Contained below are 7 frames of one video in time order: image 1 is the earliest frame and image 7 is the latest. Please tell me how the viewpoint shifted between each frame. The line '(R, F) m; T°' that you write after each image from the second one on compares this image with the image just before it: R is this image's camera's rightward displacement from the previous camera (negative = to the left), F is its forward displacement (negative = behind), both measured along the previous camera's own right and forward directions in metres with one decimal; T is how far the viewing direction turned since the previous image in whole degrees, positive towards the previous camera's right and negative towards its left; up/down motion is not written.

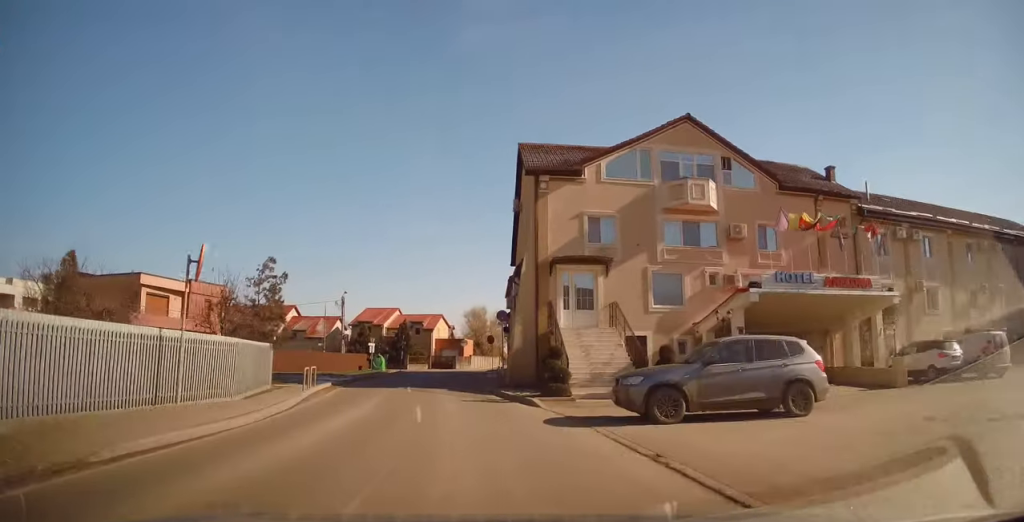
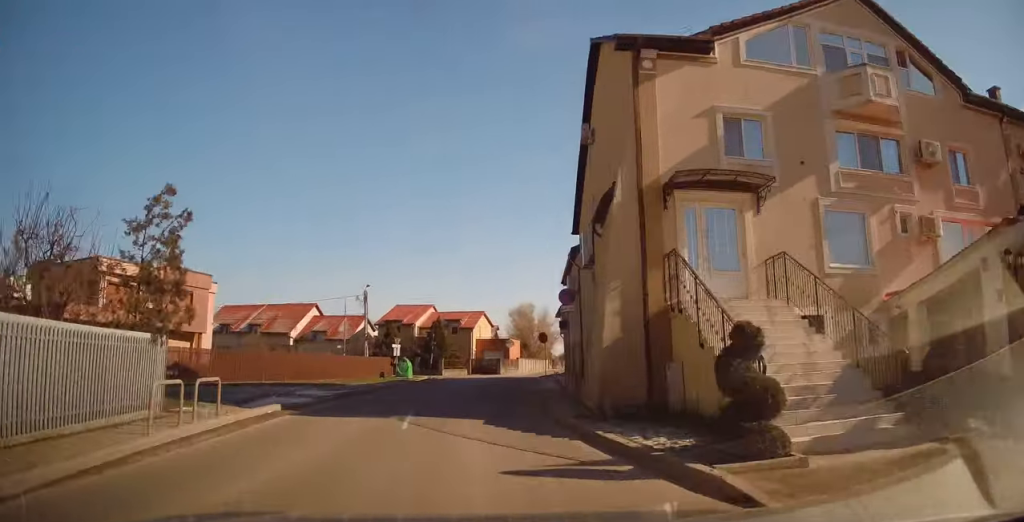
(-0.2, +9.8) m; -3°
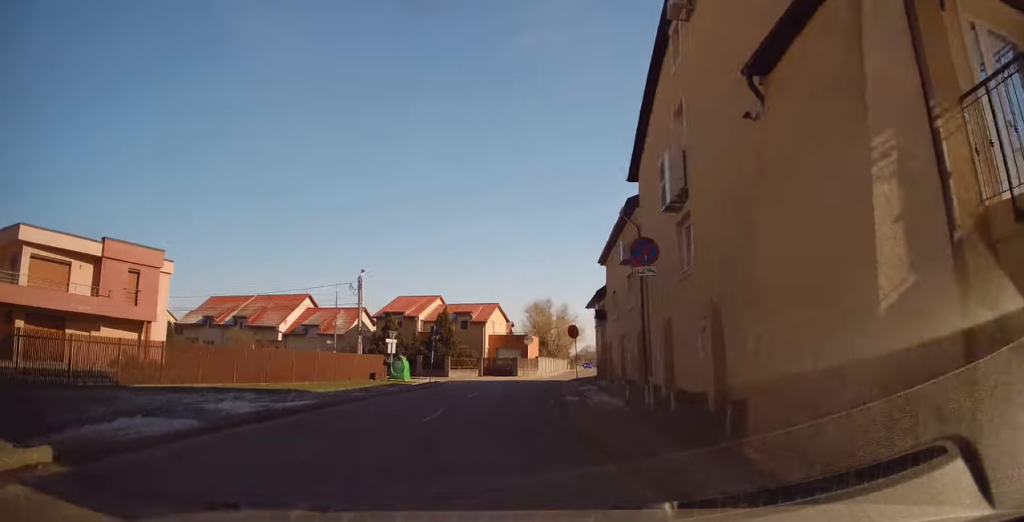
(-0.2, +8.0) m; -2°
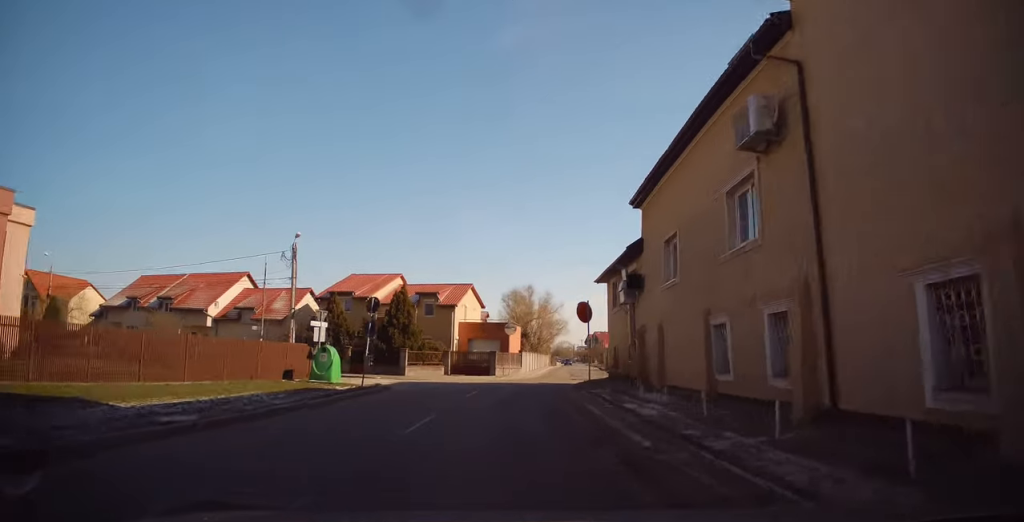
(-0.3, +10.5) m; +1°
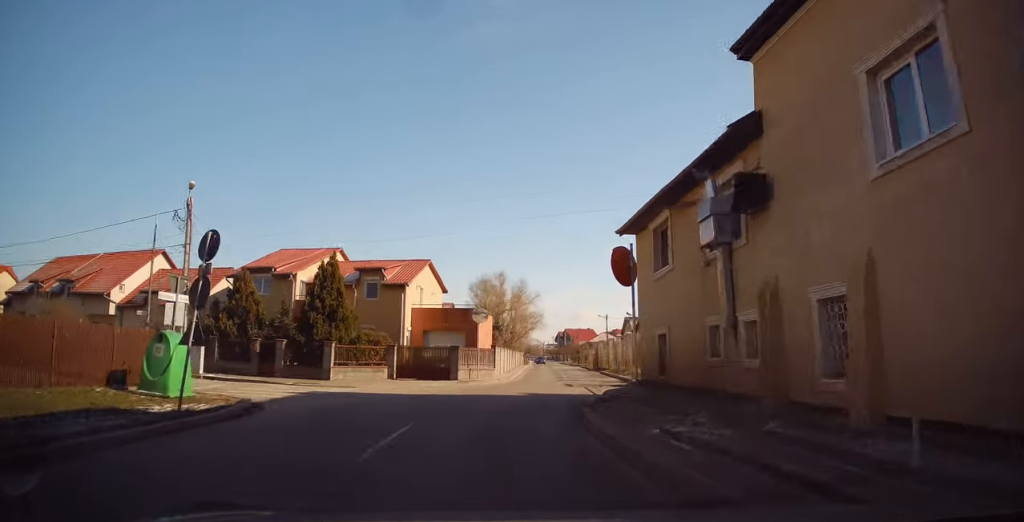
(+0.4, +10.1) m; +5°
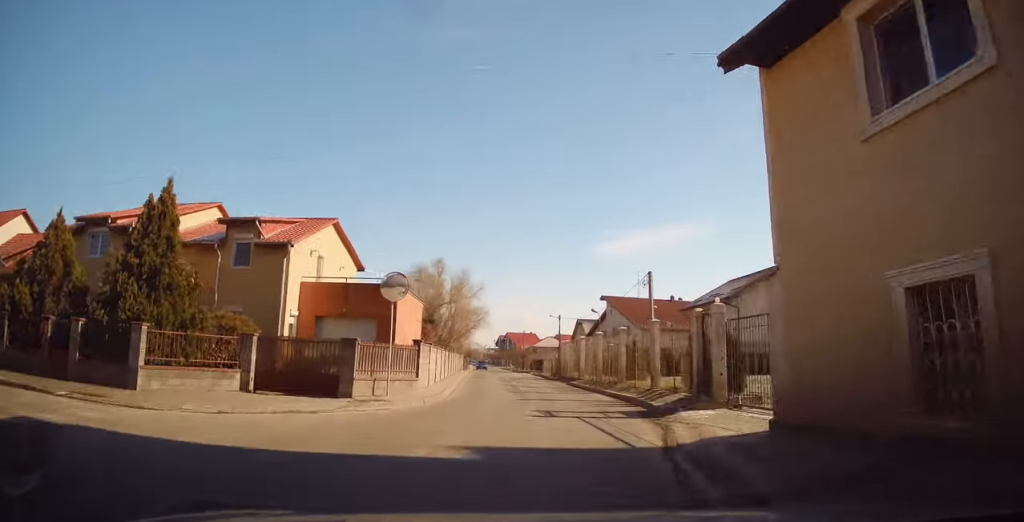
(+0.6, +10.6) m; +6°
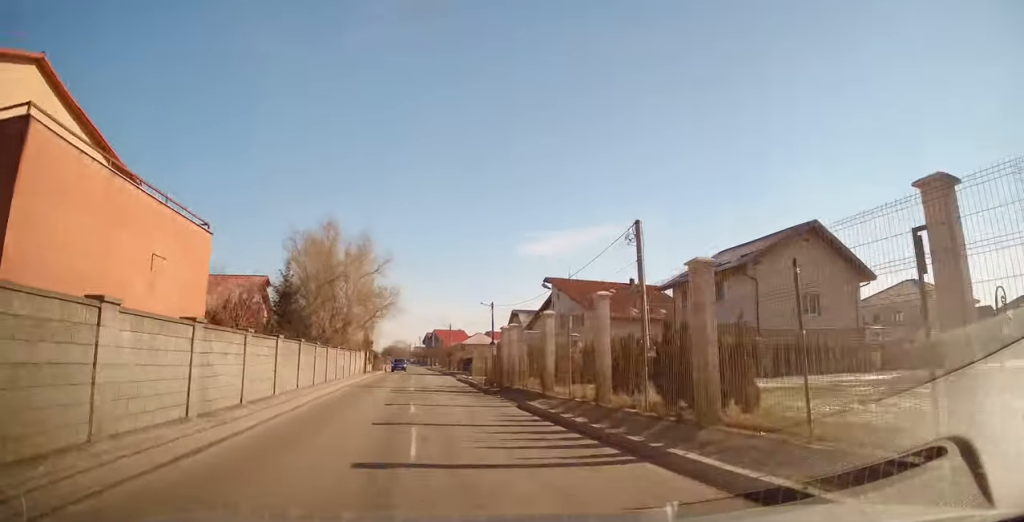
(+1.2, +15.1) m; +4°
